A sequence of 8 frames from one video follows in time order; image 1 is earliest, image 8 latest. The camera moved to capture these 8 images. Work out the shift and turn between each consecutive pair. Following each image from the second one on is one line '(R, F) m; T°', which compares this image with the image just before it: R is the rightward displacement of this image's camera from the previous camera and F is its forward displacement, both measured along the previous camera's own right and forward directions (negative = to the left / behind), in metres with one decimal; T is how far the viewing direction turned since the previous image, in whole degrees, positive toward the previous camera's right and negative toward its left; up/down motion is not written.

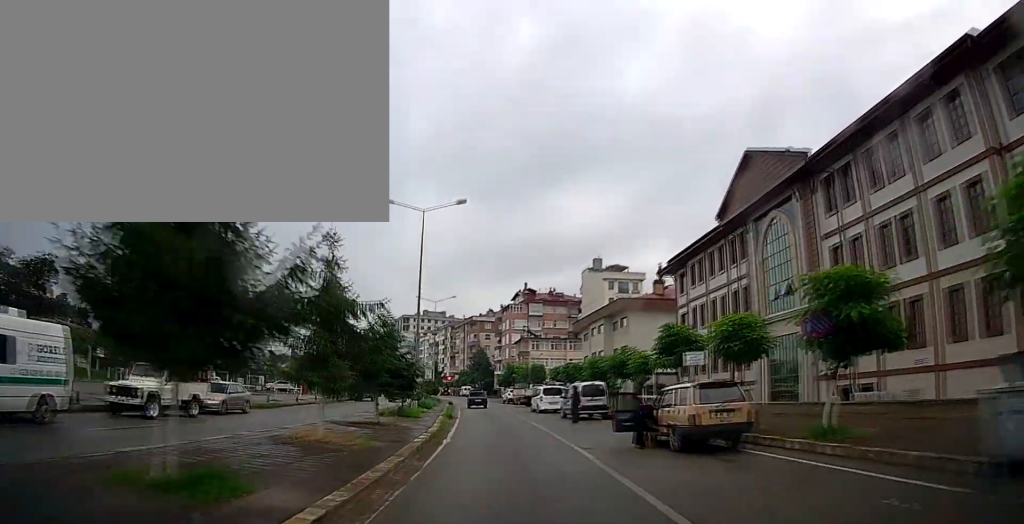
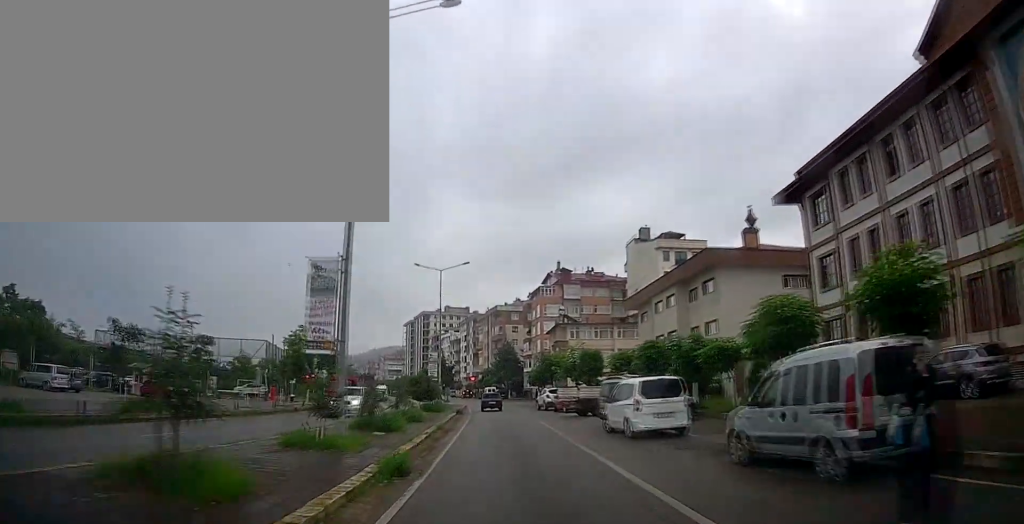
(-0.2, +20.2) m; -2°
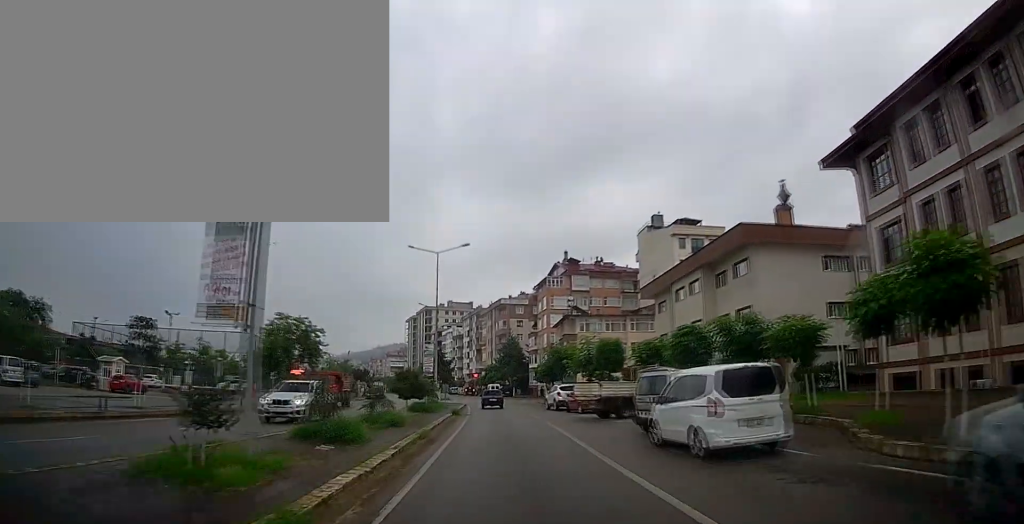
(0.0, +5.6) m; +1°
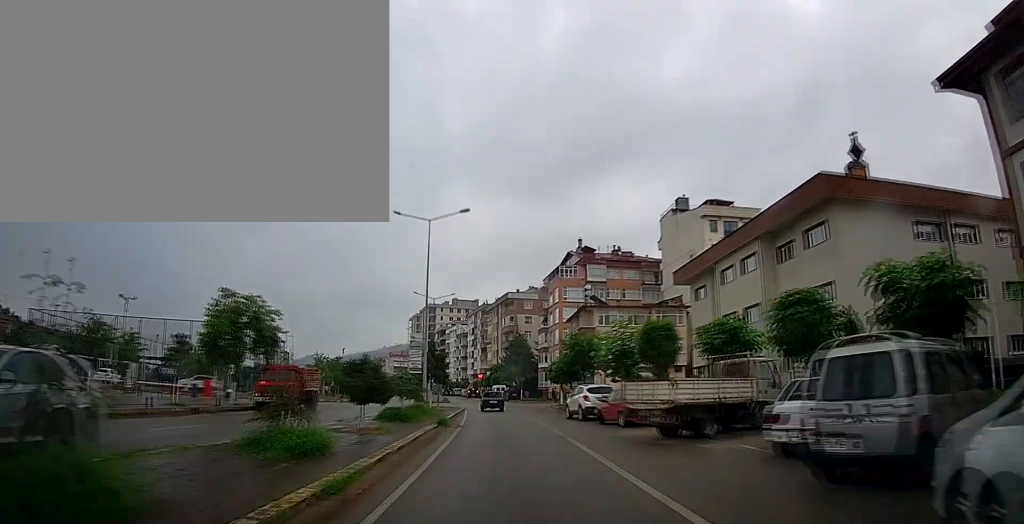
(+0.1, +9.5) m; 0°
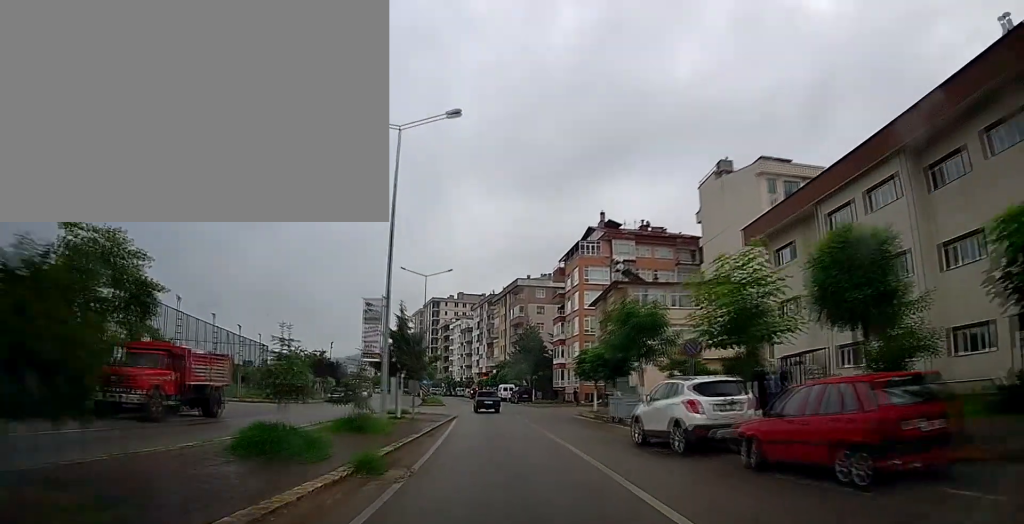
(0.0, +13.9) m; -2°
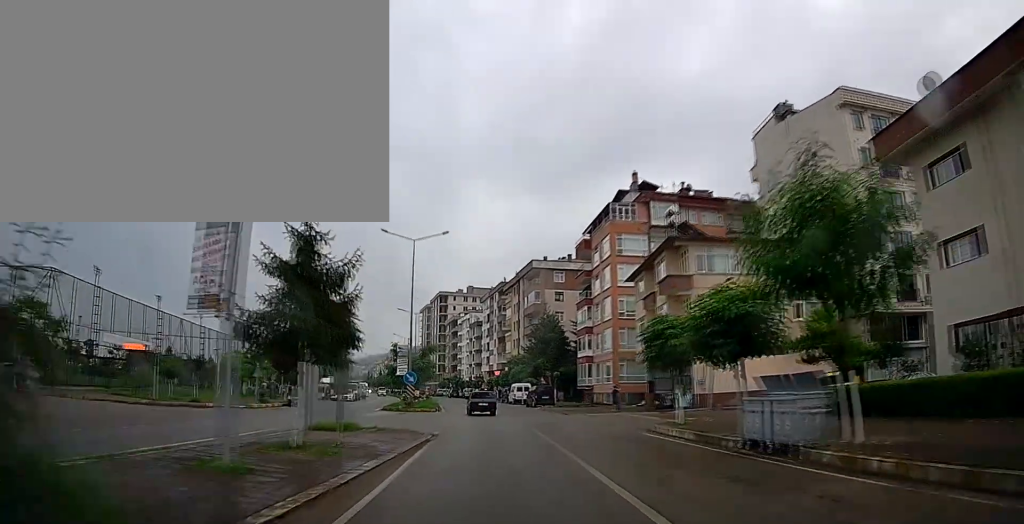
(-0.3, +13.7) m; -3°
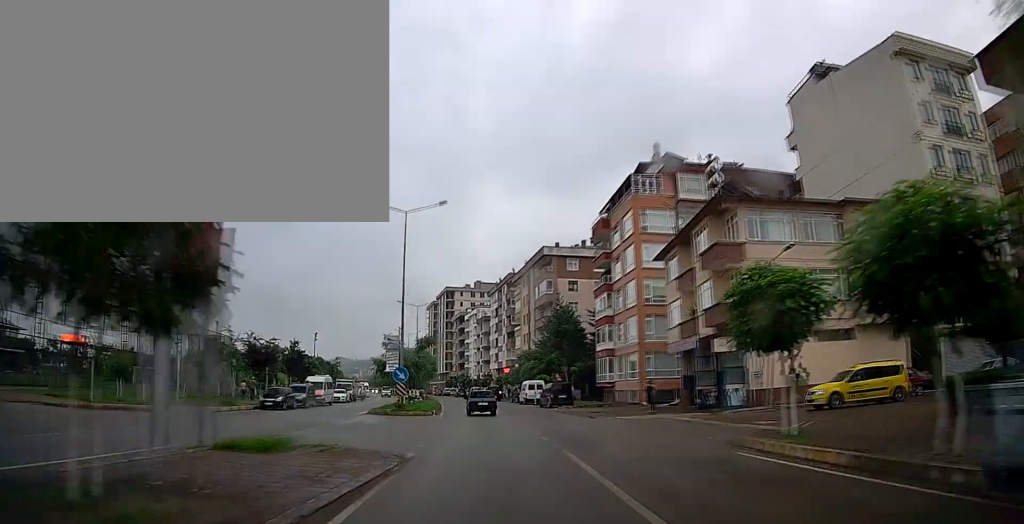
(-0.1, +6.7) m; -1°
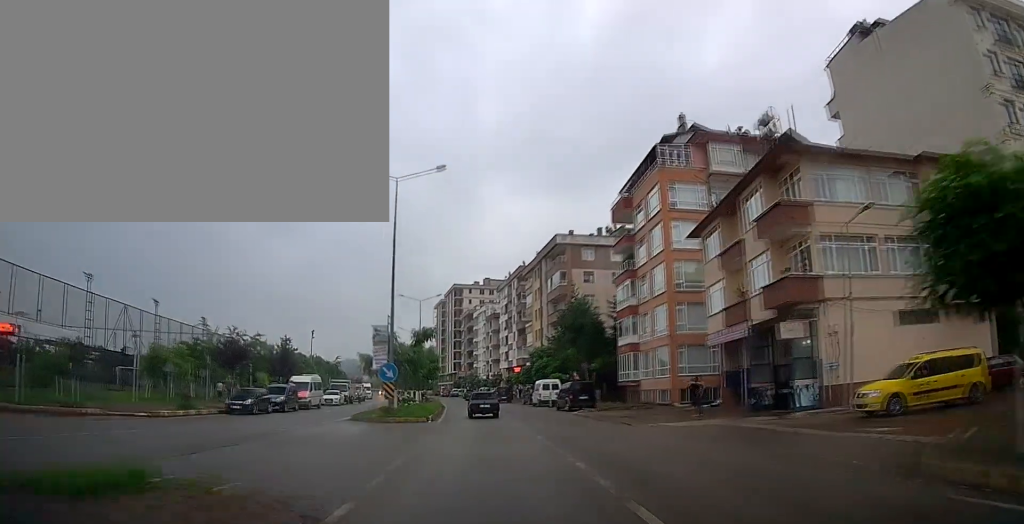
(-0.1, +5.9) m; -1°
